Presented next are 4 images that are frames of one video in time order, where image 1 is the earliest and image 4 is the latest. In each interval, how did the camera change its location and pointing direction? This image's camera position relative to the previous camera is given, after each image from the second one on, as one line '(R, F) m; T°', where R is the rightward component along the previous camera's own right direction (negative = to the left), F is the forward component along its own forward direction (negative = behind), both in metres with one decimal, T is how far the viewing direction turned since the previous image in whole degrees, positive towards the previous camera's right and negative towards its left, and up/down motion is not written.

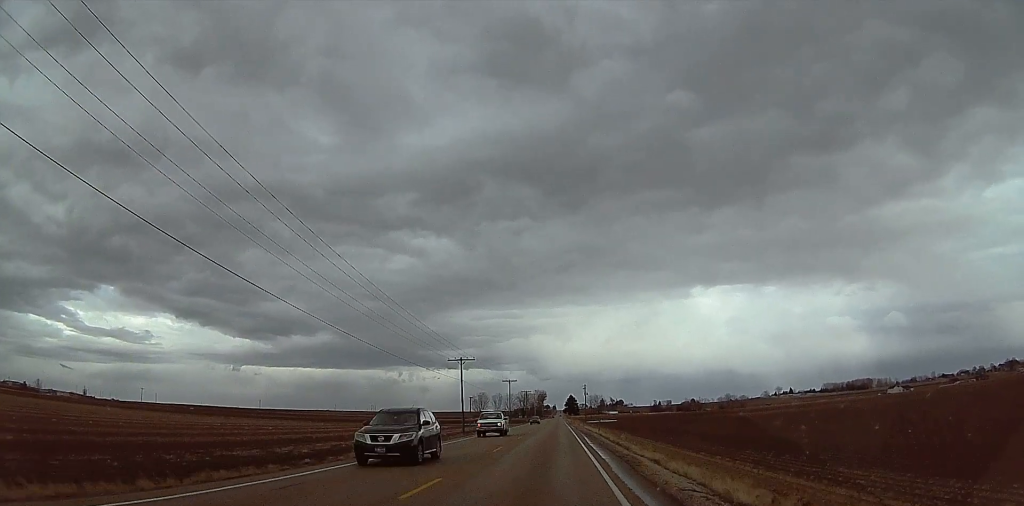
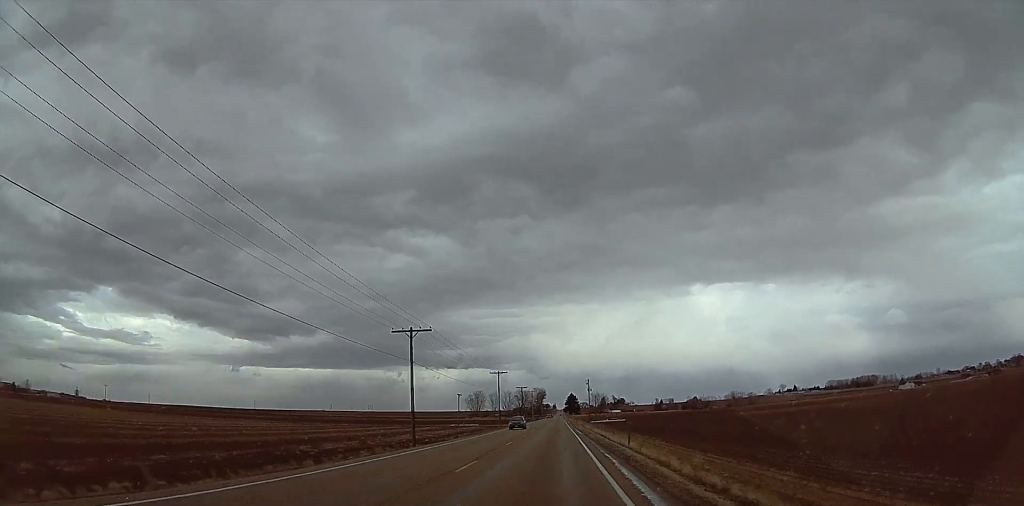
(0.0, +24.6) m; 0°
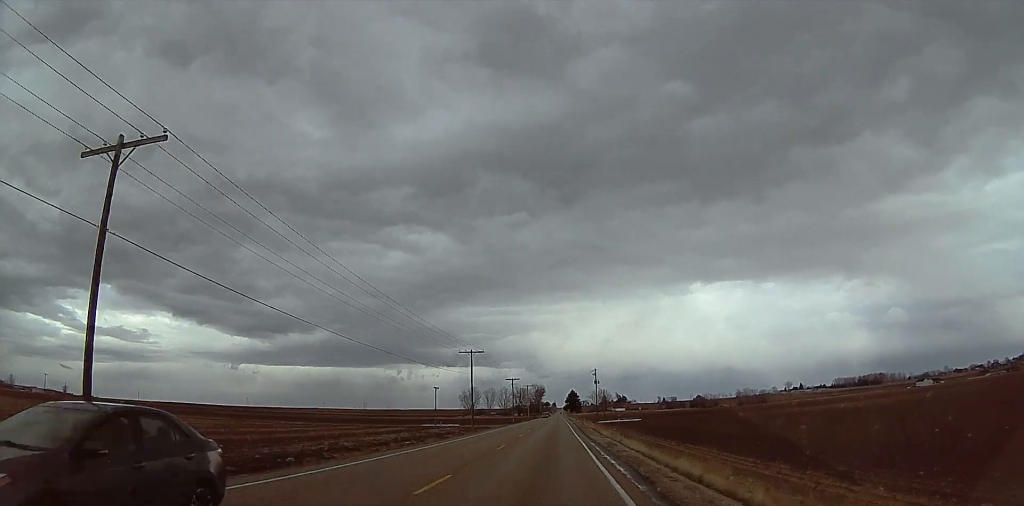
(0.0, +35.1) m; -1°
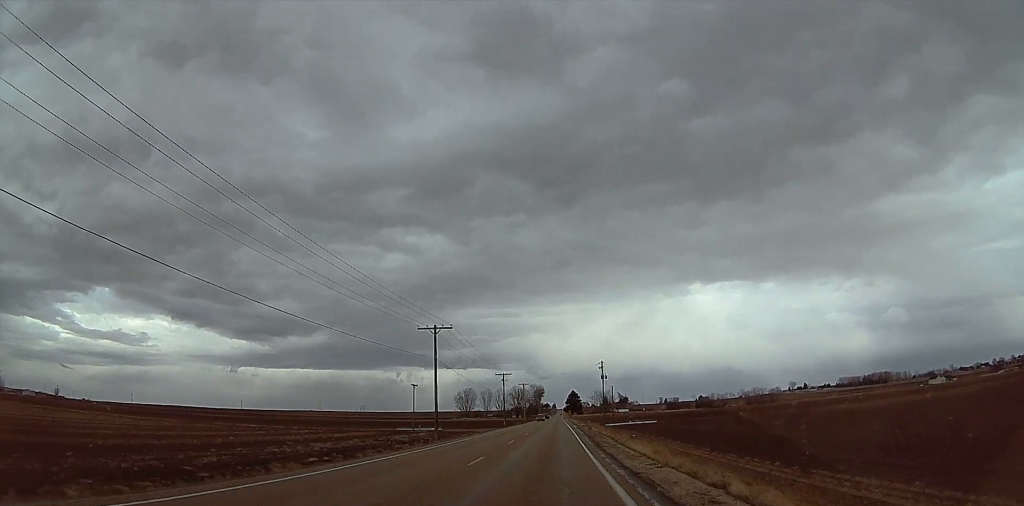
(-0.3, +23.2) m; -3°
